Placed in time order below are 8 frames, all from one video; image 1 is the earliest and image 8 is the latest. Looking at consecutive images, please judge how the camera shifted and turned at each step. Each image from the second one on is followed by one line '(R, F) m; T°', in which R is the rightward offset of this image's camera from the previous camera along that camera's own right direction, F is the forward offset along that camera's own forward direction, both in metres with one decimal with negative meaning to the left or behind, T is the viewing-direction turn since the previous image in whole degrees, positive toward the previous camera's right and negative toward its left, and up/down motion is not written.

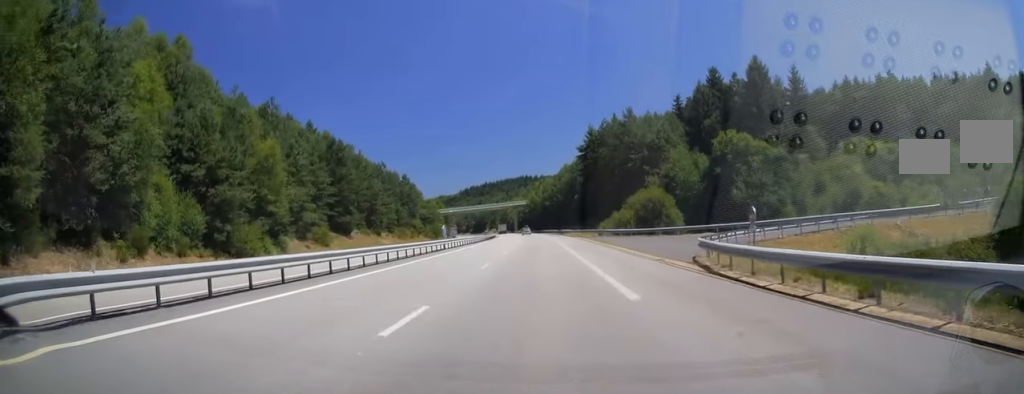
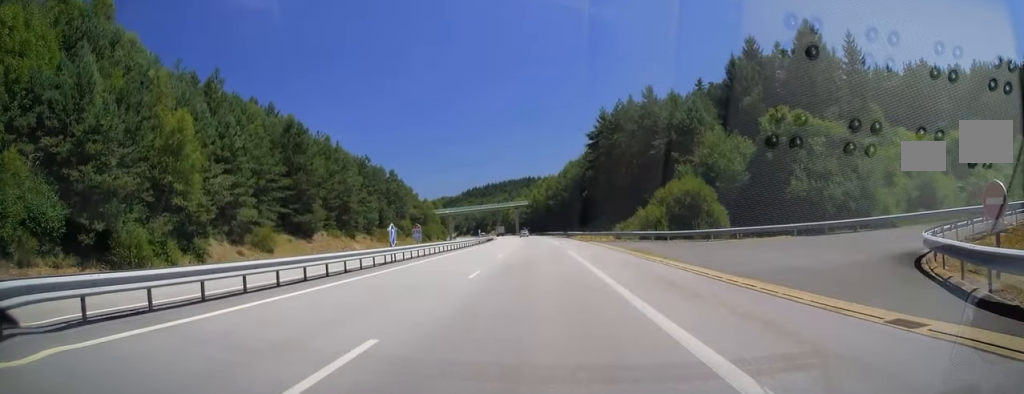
(0.0, +16.2) m; 0°
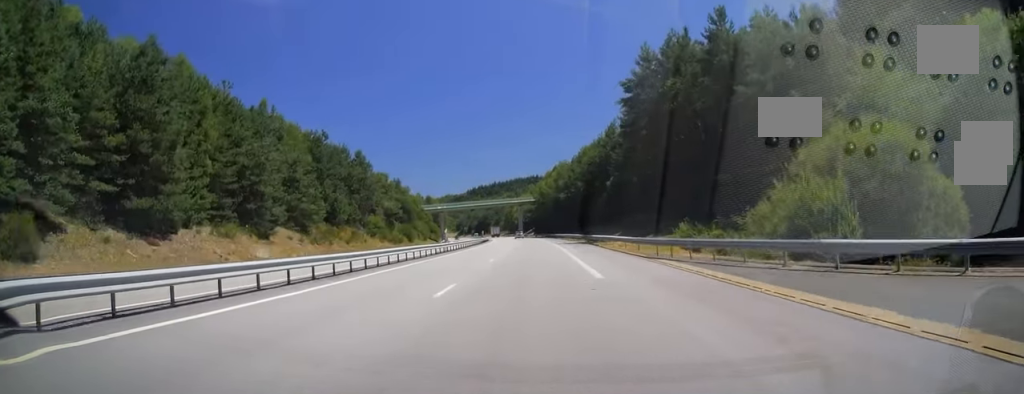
(-0.1, +31.0) m; 0°
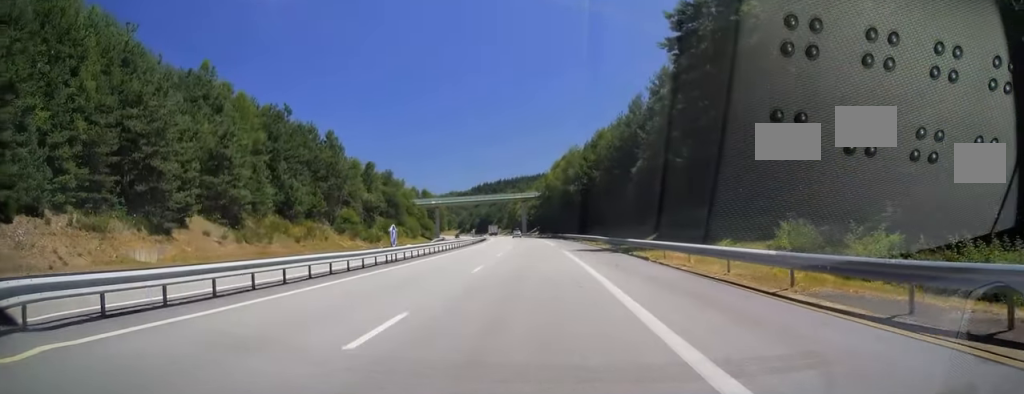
(0.0, +18.4) m; 0°
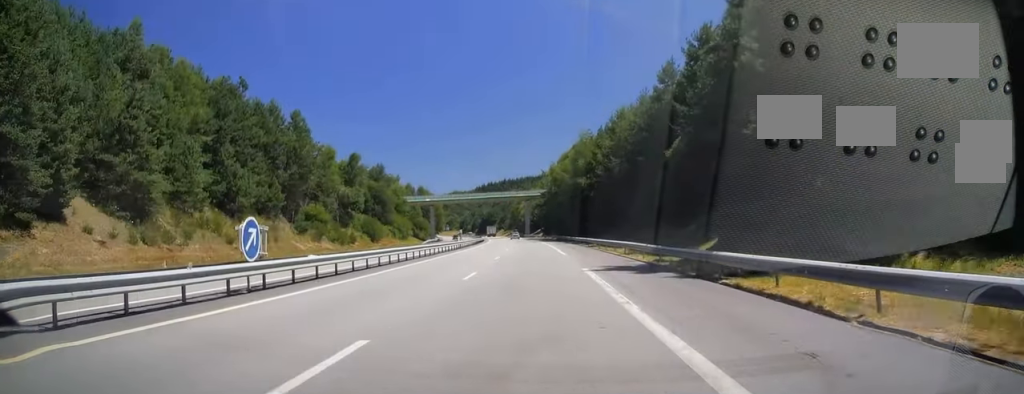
(+0.1, +15.4) m; 0°
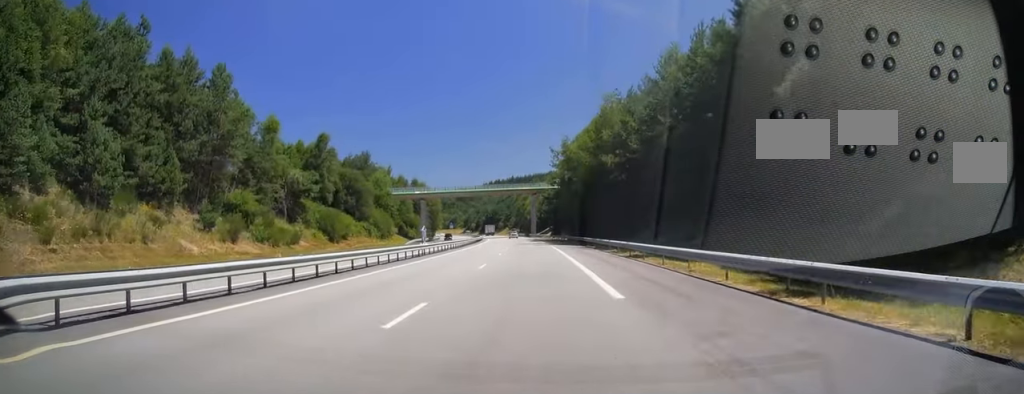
(-0.3, +22.0) m; -1°
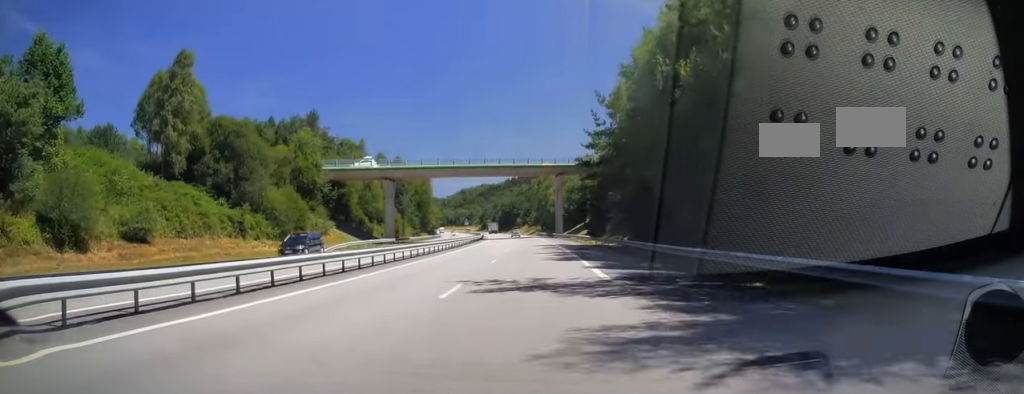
(-1.2, +48.1) m; -3°
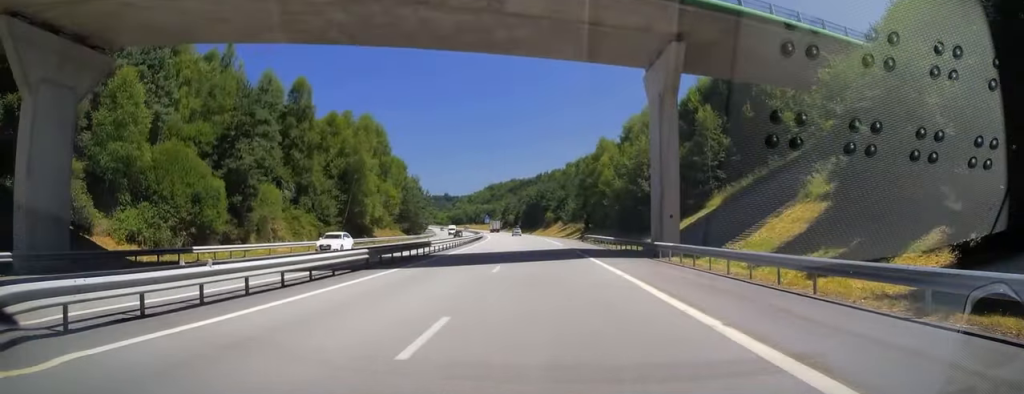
(-2.1, +70.6) m; -3°
